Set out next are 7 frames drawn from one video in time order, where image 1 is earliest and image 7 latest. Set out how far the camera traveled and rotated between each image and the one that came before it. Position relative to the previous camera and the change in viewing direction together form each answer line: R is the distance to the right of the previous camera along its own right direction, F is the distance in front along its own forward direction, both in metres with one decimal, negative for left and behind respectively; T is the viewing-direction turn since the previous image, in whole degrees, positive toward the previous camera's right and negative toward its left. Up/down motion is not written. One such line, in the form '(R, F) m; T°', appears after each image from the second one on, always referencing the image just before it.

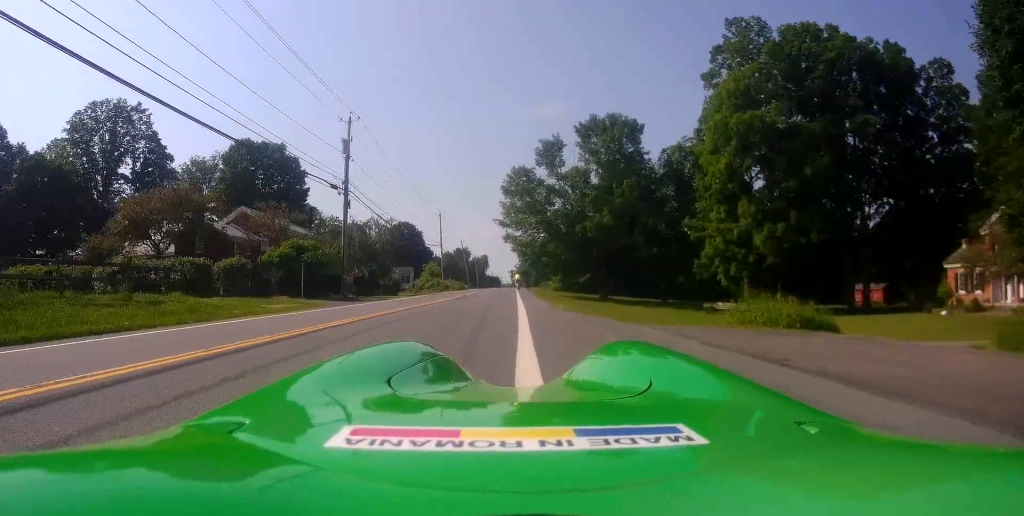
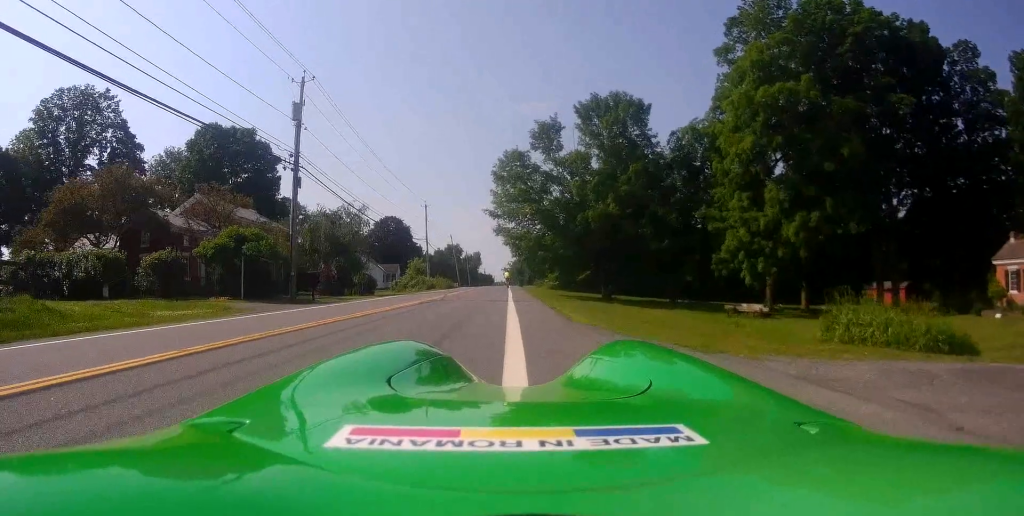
(+0.2, +6.6) m; +6°
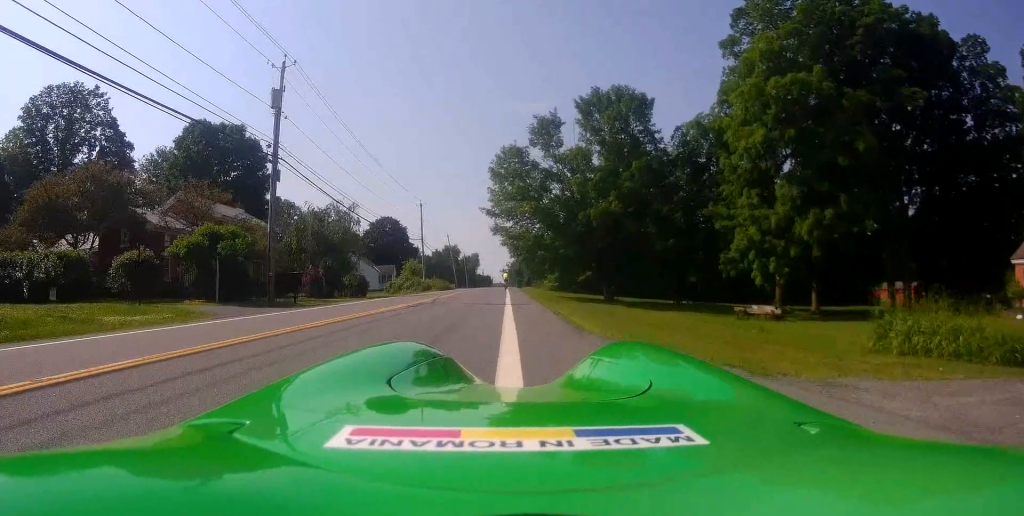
(+0.1, +2.4) m; +2°
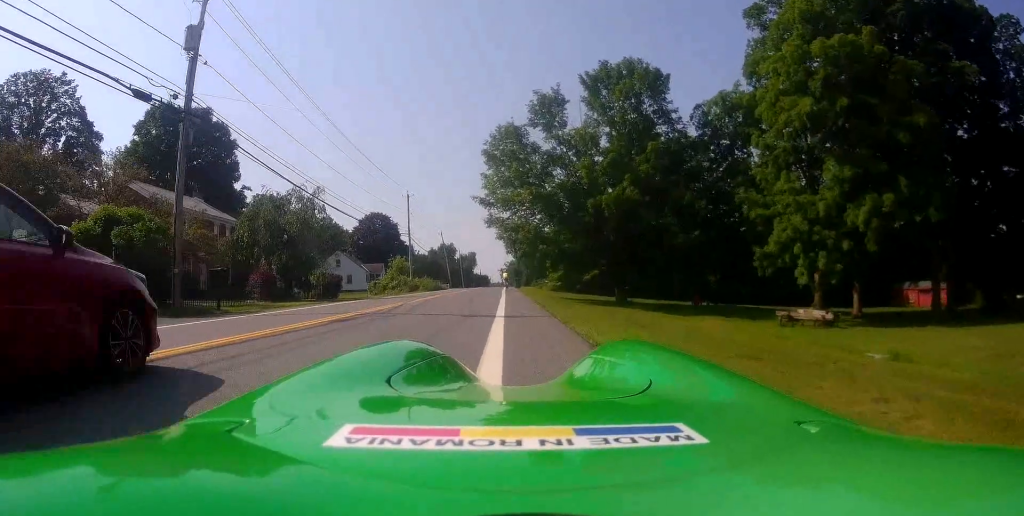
(-0.3, +7.2) m; -4°
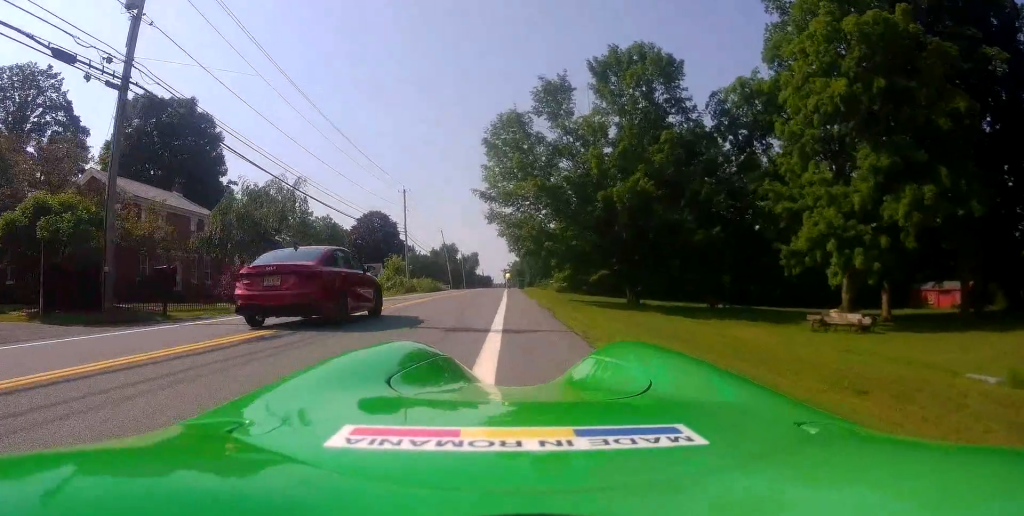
(-0.1, +3.5) m; 0°
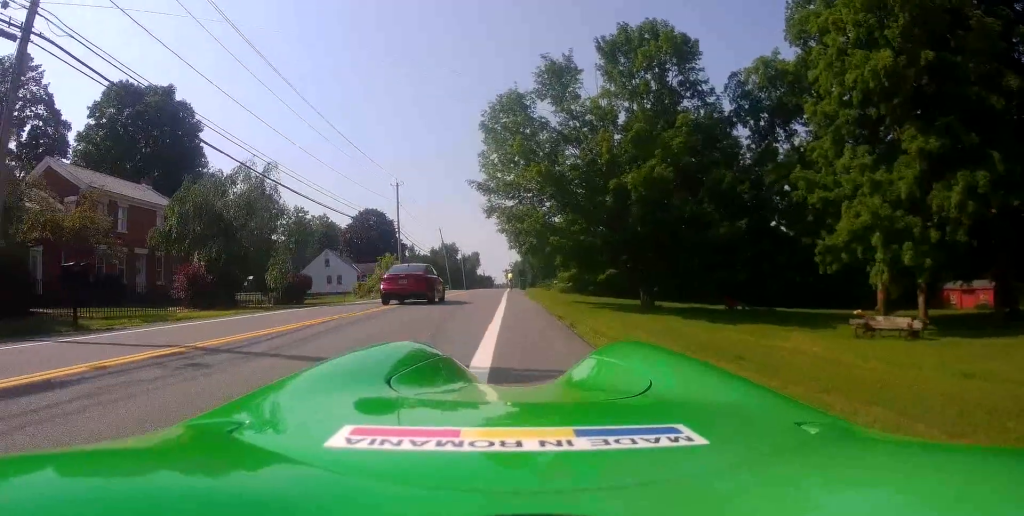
(+0.1, +4.0) m; 0°
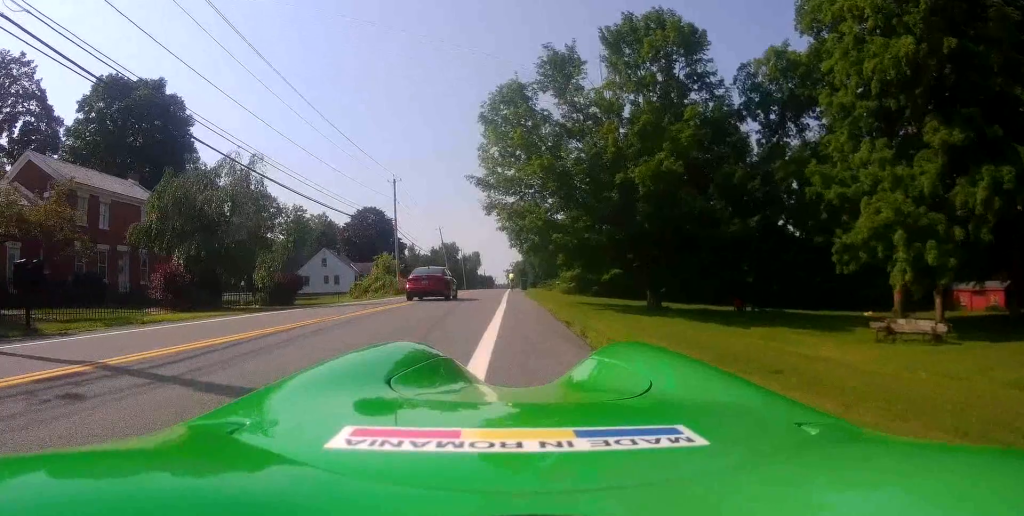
(-0.2, +1.8) m; 0°
